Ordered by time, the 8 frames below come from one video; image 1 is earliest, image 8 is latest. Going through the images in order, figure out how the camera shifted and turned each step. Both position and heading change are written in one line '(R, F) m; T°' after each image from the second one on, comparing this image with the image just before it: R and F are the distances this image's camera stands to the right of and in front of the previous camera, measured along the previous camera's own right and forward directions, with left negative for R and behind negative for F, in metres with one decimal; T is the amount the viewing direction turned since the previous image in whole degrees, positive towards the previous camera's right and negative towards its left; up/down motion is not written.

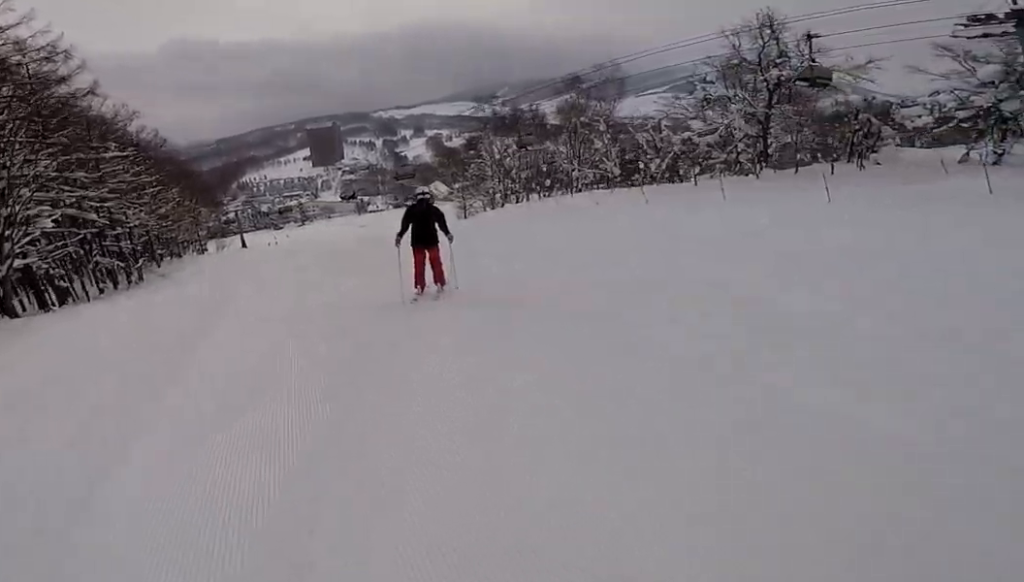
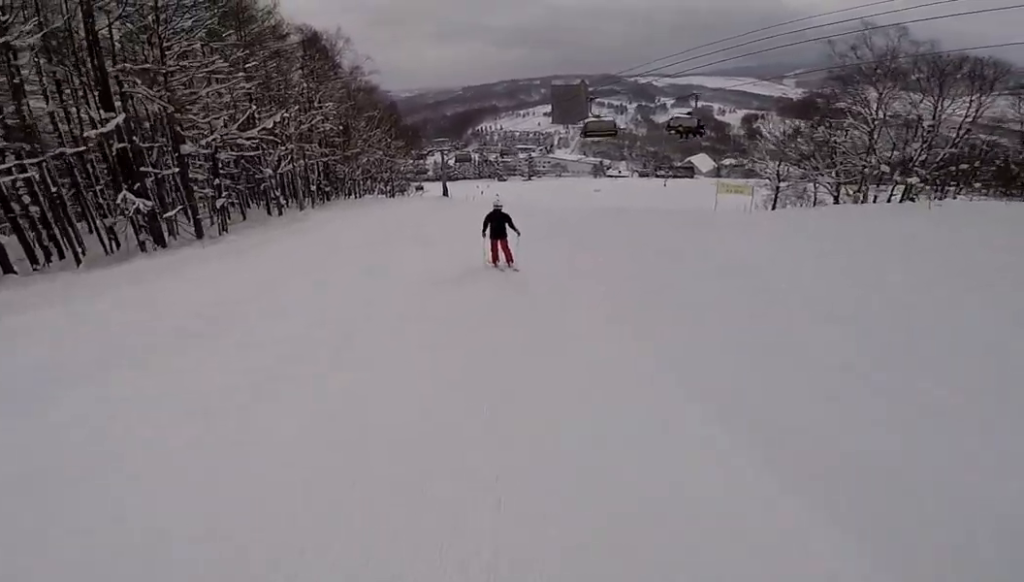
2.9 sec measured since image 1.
(-1.7, +24.9) m; -16°
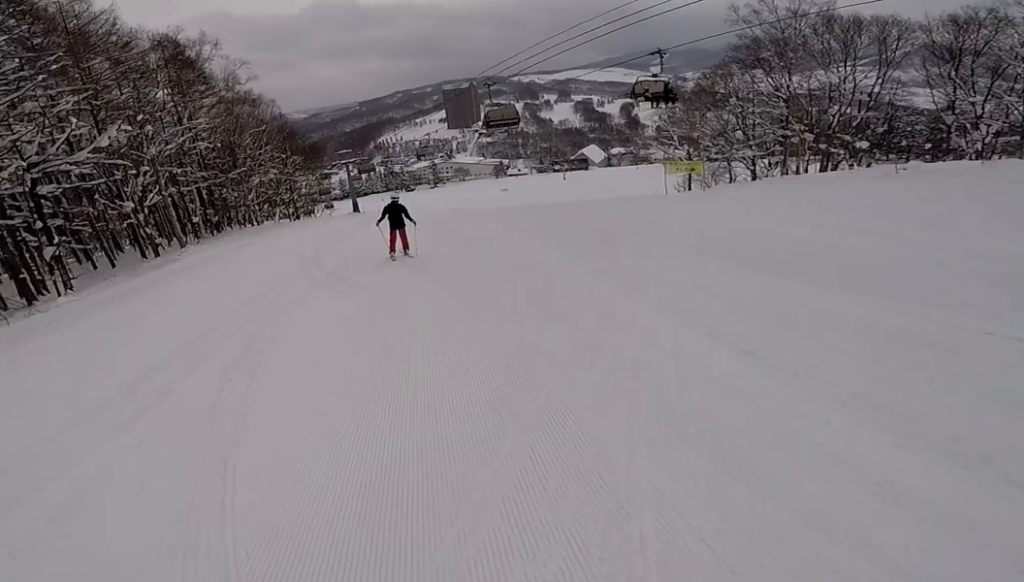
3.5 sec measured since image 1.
(-0.2, +5.4) m; -2°
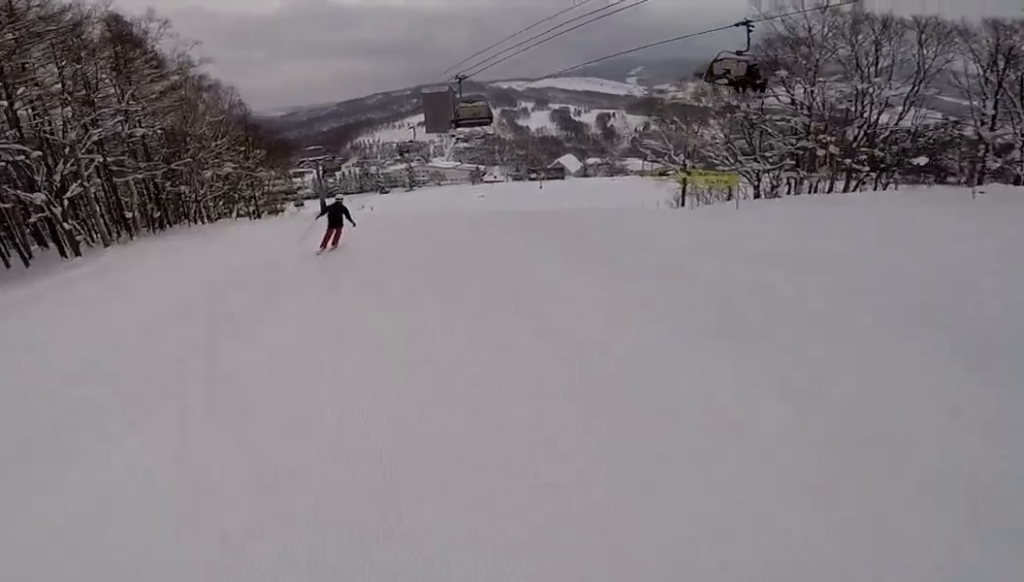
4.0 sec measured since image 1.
(0.0, +5.0) m; +5°
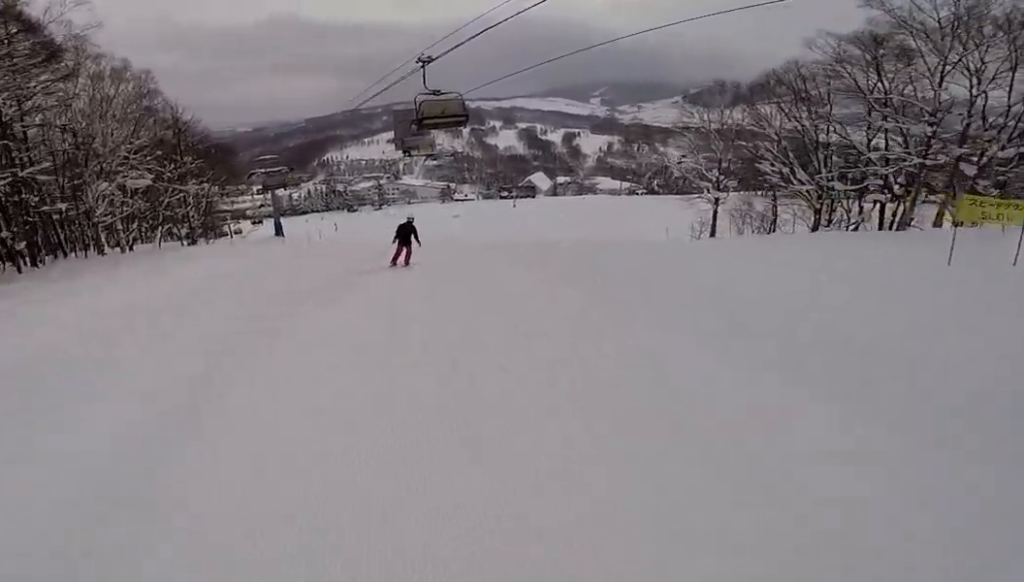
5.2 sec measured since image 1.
(+1.2, +11.0) m; +11°
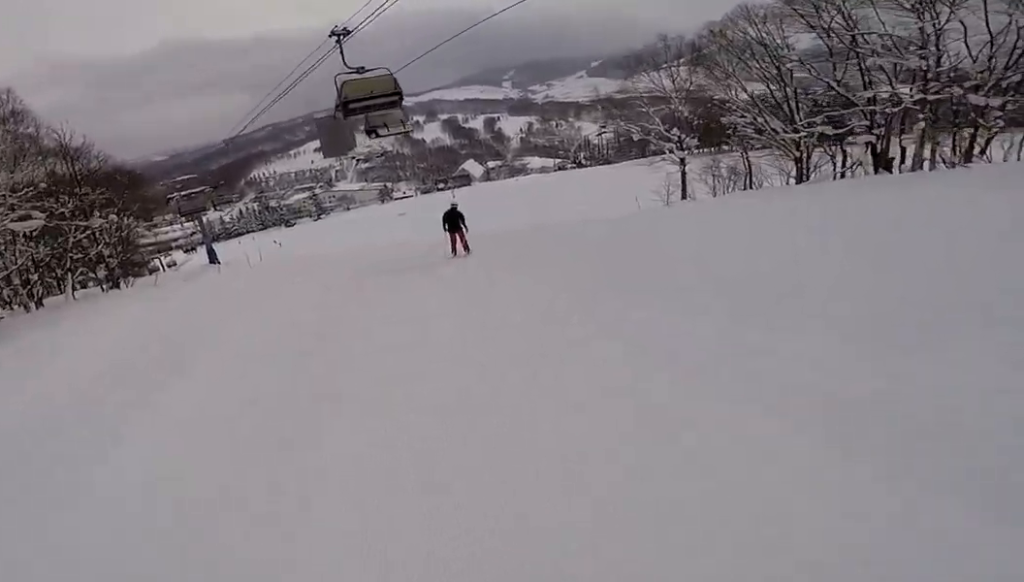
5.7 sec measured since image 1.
(+0.3, +5.3) m; +3°
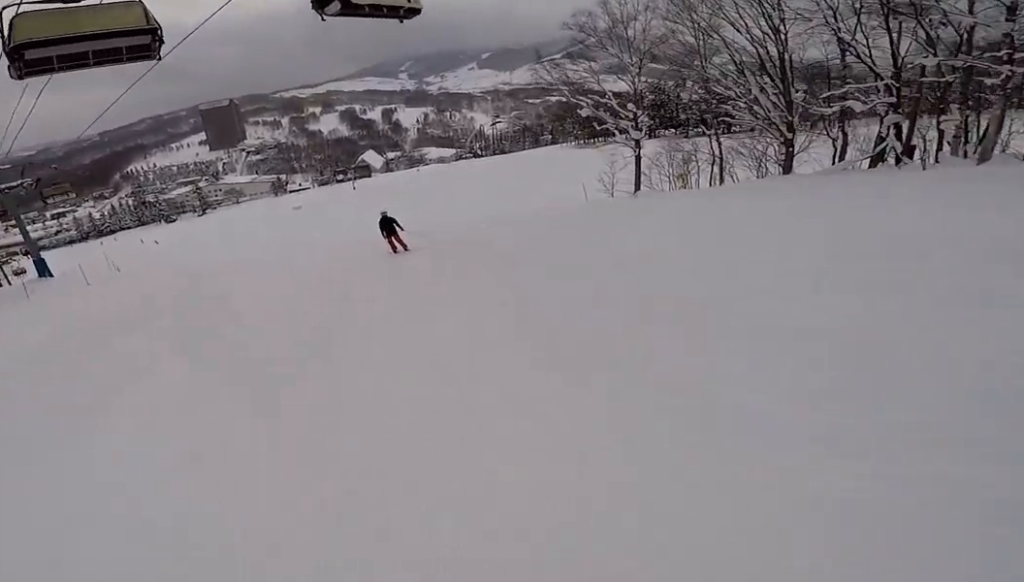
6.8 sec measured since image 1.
(+0.1, +10.4) m; +1°
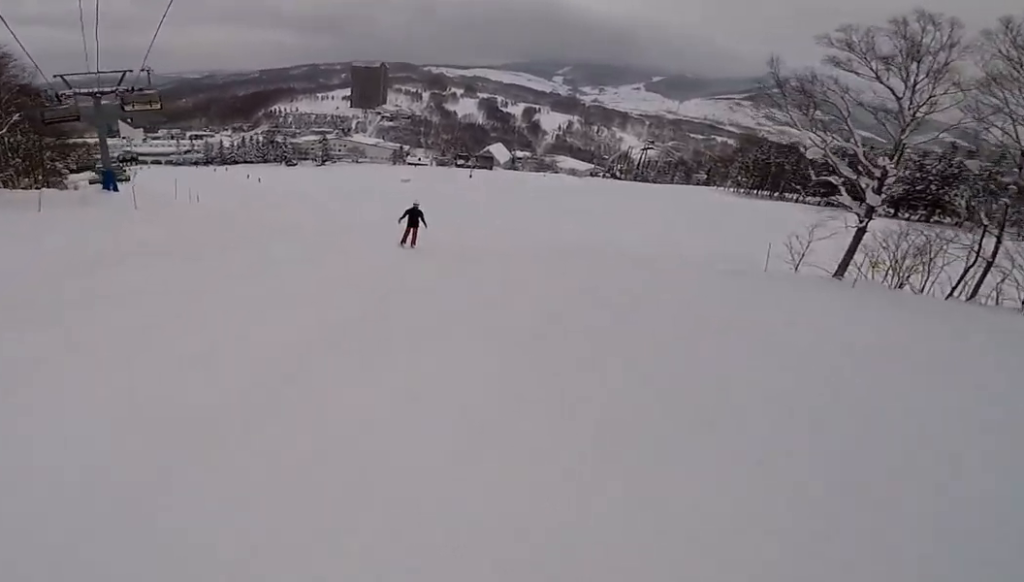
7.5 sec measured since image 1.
(+0.3, +7.5) m; -1°
